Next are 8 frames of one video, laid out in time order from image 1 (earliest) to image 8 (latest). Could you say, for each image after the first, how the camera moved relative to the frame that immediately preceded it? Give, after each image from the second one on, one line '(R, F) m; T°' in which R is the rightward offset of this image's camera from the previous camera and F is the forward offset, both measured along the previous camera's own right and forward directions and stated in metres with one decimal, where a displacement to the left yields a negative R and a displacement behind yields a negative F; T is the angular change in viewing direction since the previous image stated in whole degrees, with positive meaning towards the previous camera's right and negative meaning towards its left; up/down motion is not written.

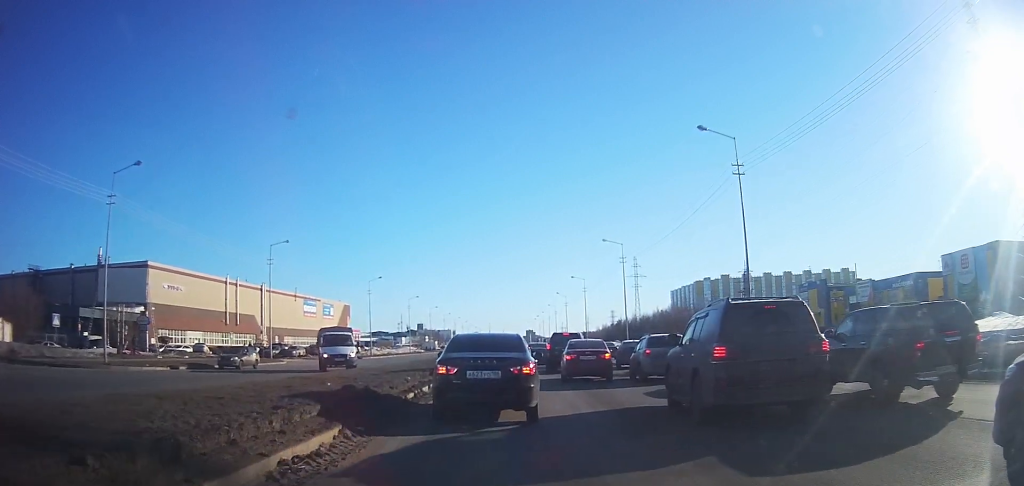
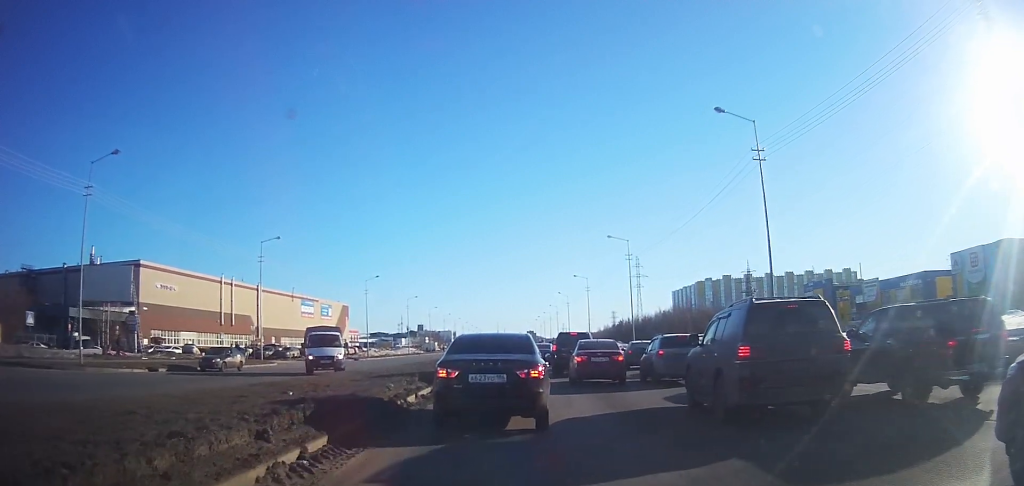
(0.0, +2.5) m; -1°
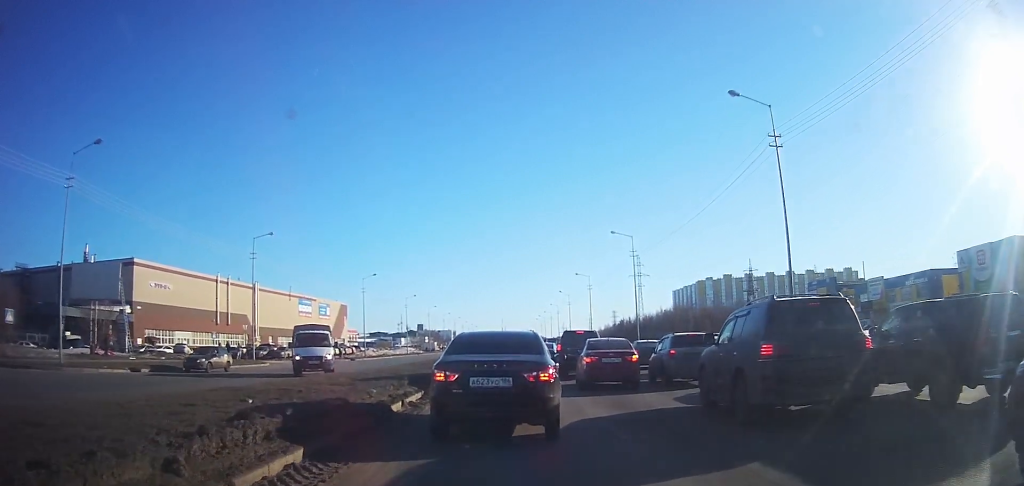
(0.0, +1.6) m; 0°
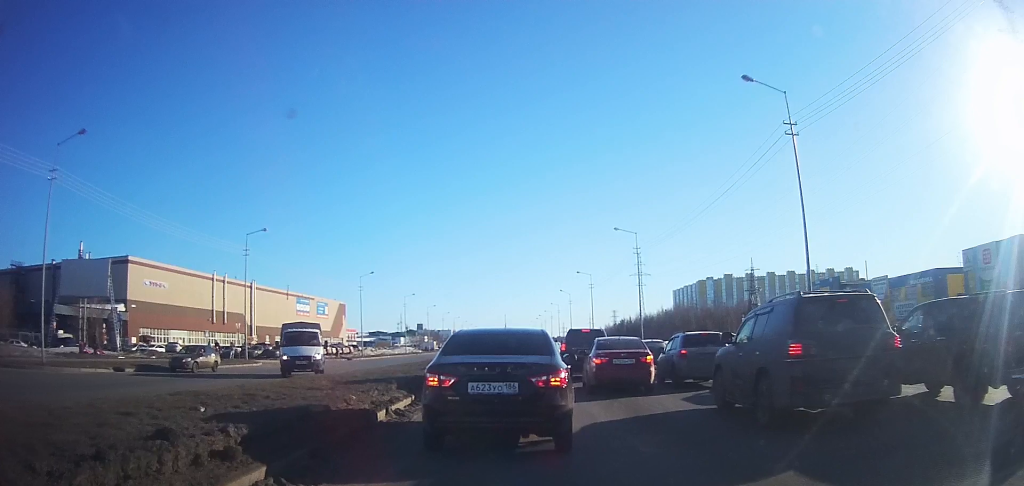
(0.0, +1.2) m; 0°
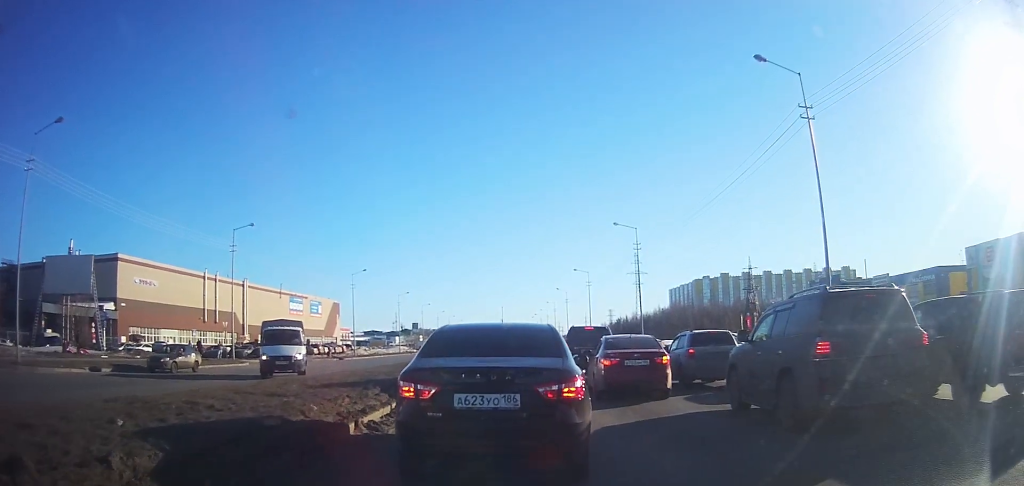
(0.0, +1.5) m; 0°
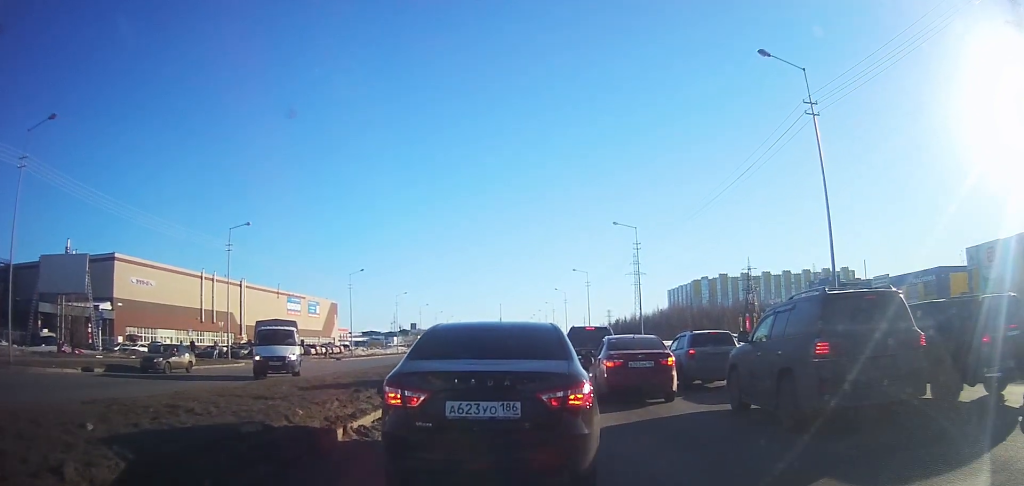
(+0.1, +0.7) m; 0°
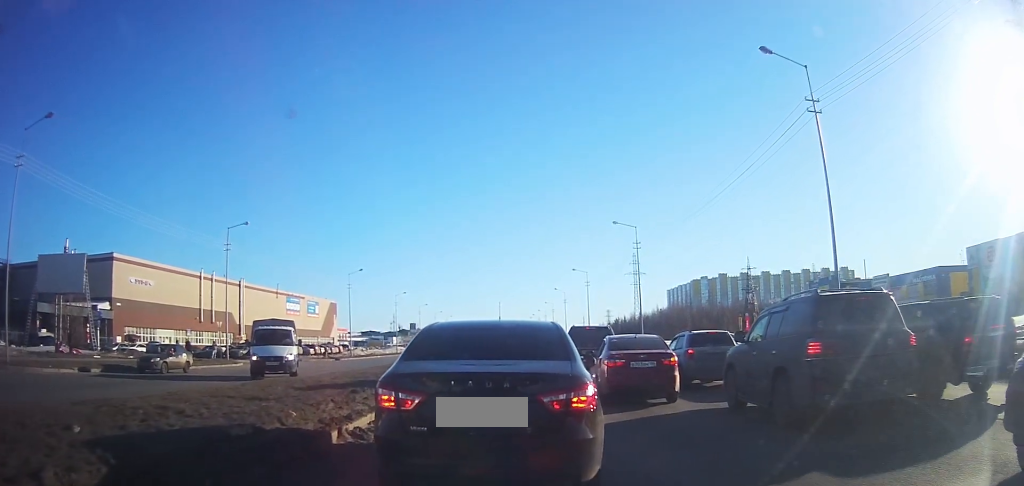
(+0.1, +0.4) m; 0°
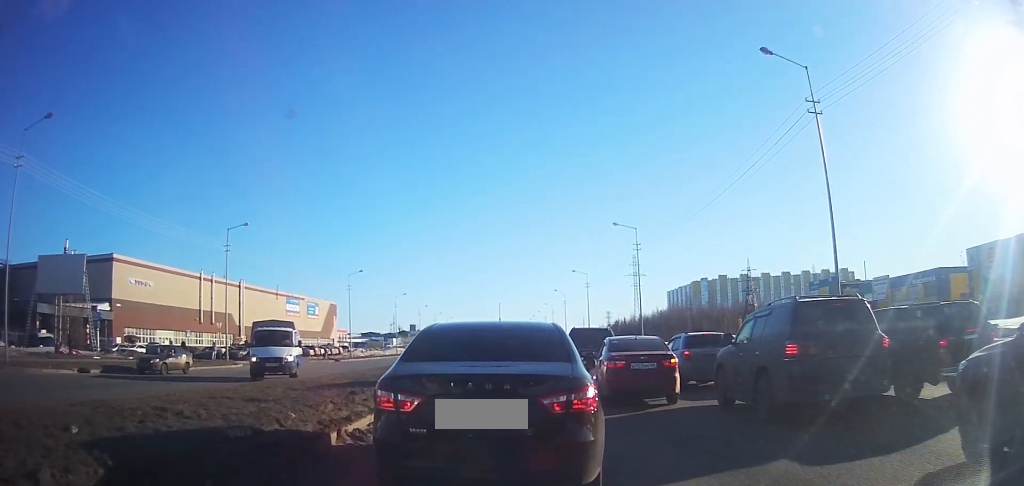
(+0.1, +0.6) m; 0°
